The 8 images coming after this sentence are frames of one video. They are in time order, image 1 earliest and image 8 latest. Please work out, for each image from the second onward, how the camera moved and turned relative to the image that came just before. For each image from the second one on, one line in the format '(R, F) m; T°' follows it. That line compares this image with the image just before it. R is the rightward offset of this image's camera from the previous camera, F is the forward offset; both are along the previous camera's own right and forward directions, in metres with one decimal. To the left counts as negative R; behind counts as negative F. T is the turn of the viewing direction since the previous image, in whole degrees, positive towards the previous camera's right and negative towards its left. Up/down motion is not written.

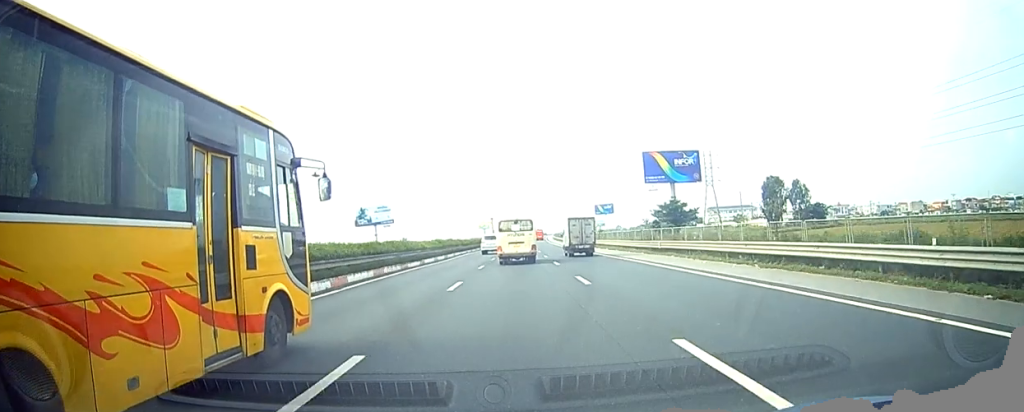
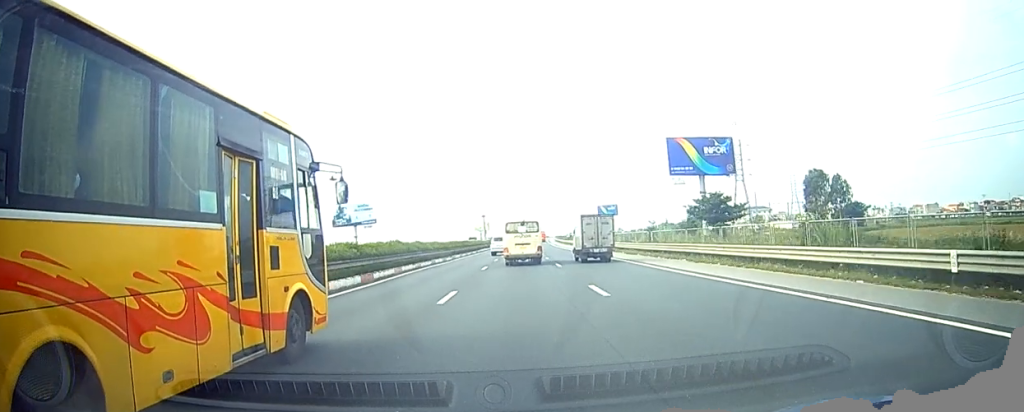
(+0.2, +26.3) m; +1°
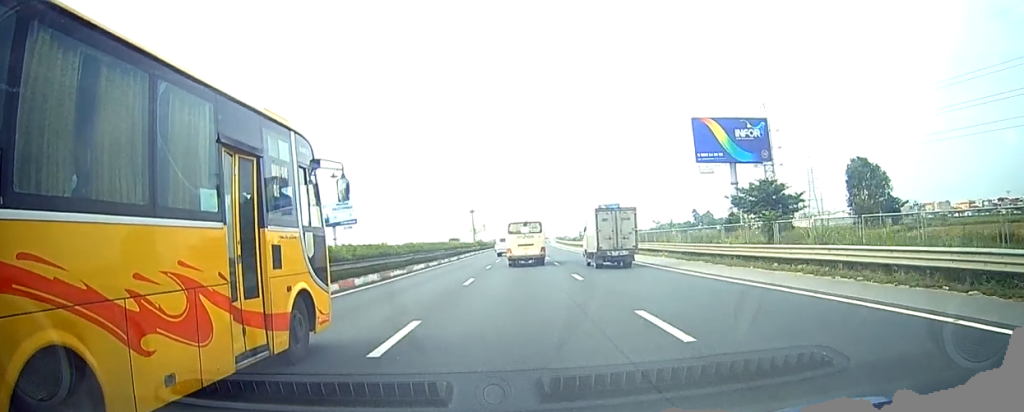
(+0.1, +21.0) m; 0°
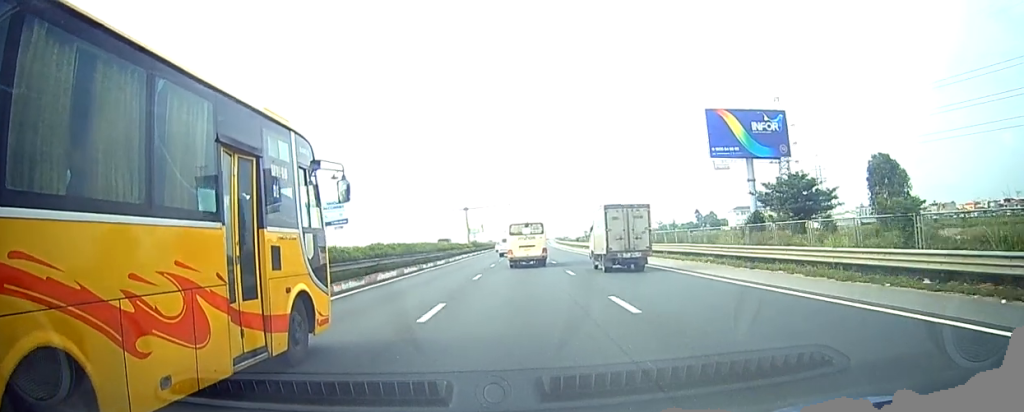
(0.0, +9.6) m; 0°
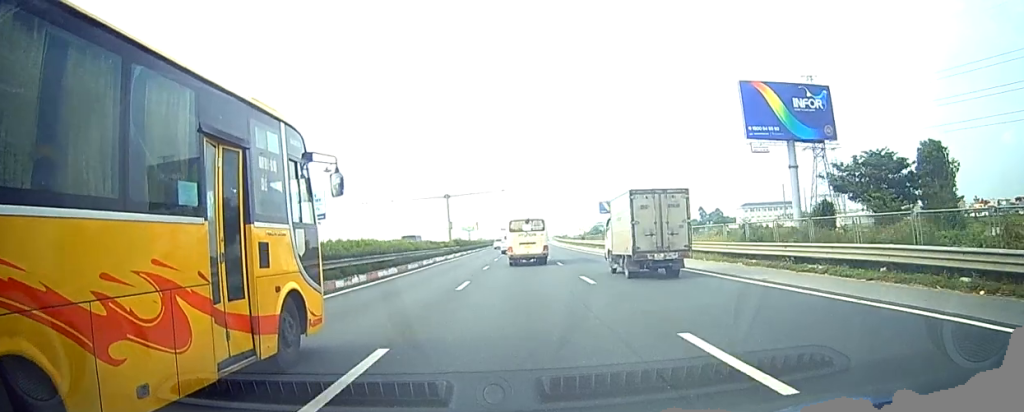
(0.0, +17.7) m; 0°
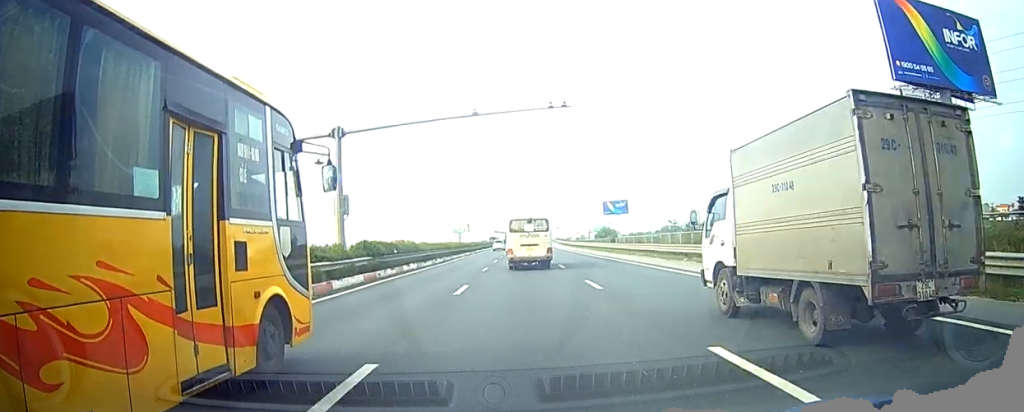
(+0.2, +36.6) m; +1°
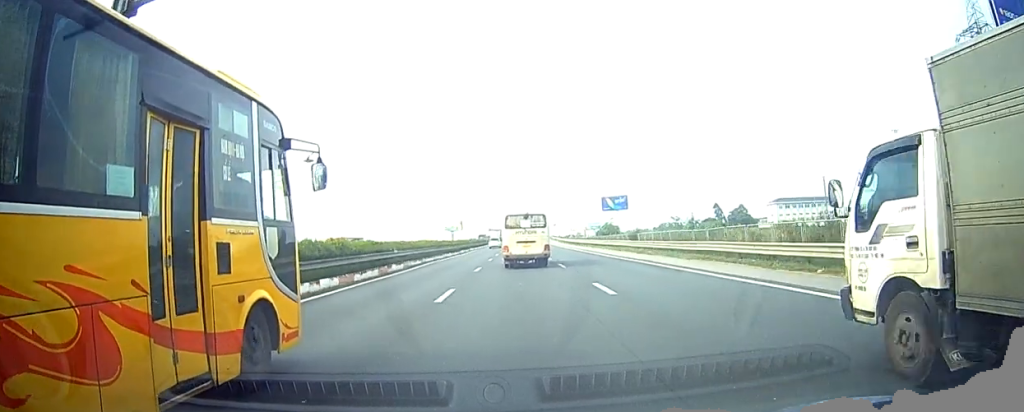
(+0.1, +14.1) m; +1°
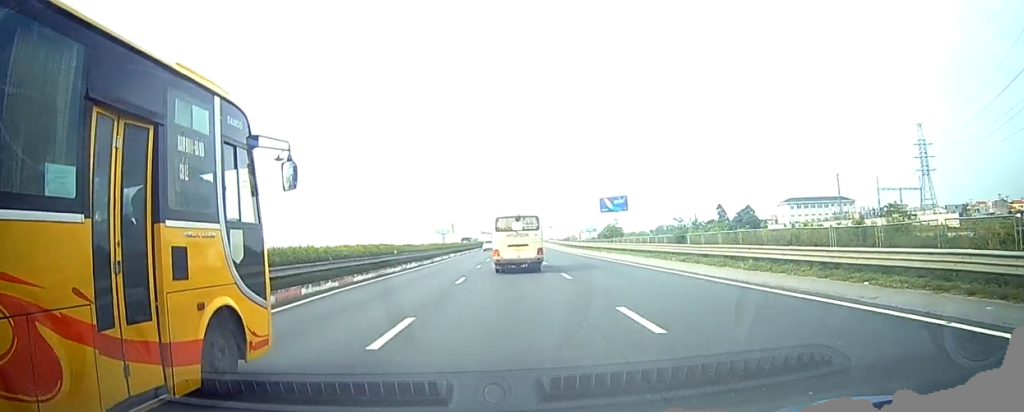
(+0.1, +16.1) m; 0°
